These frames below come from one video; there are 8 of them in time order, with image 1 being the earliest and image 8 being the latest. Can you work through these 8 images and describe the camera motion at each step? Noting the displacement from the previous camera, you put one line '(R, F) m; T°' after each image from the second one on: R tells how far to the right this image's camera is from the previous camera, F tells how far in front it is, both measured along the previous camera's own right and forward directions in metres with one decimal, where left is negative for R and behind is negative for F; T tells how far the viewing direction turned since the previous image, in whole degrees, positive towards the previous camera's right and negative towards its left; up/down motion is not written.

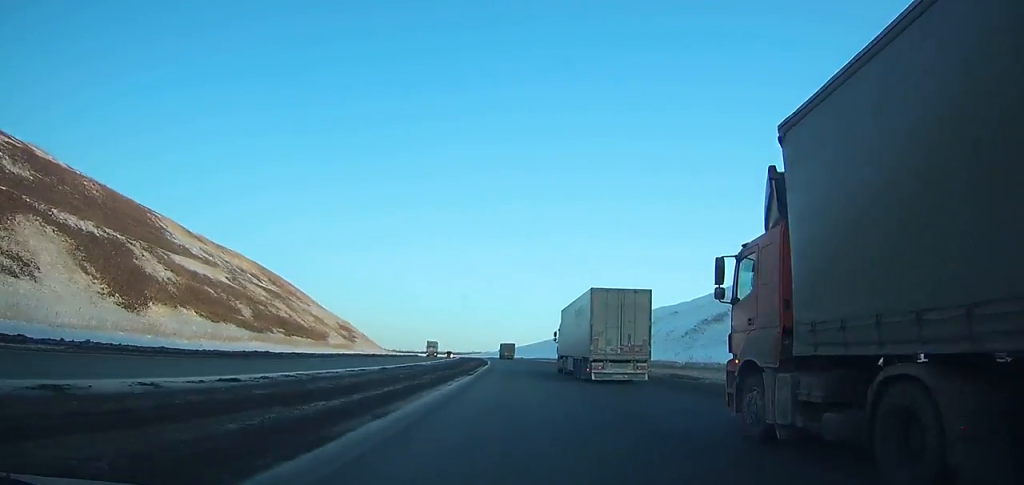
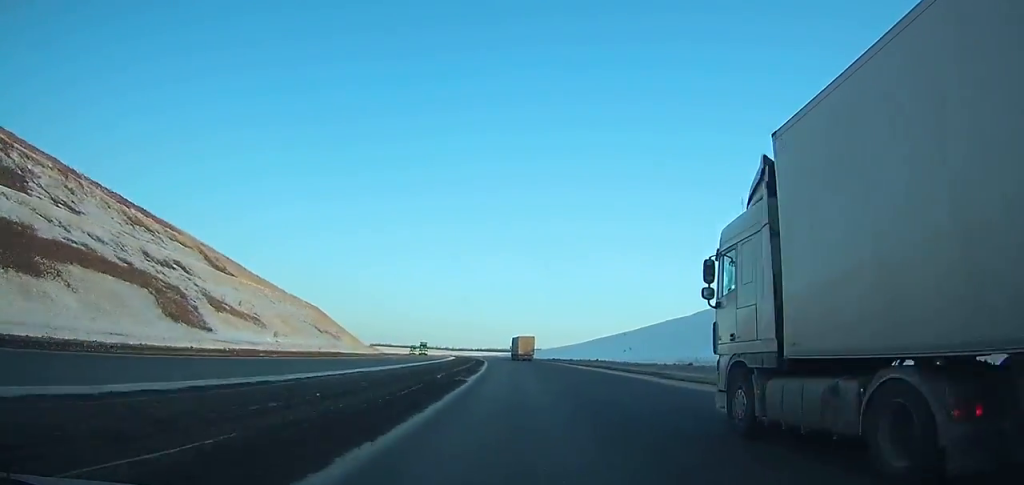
(-8.4, +138.7) m; -7°
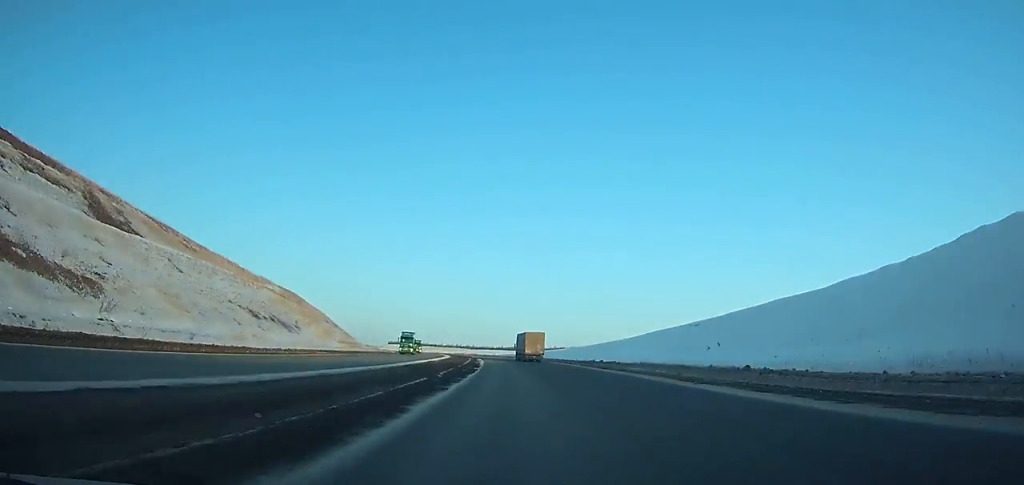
(0.0, +44.2) m; -2°
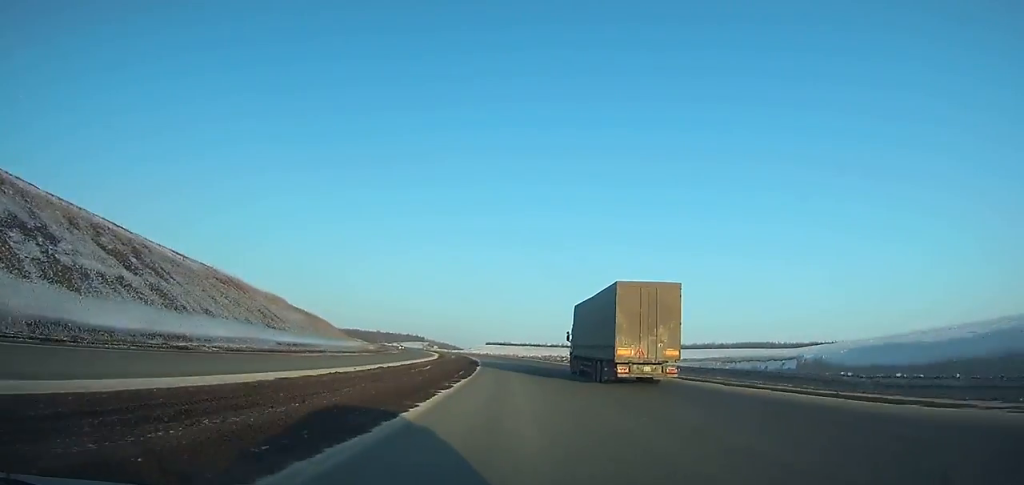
(-15.3, +168.0) m; -10°
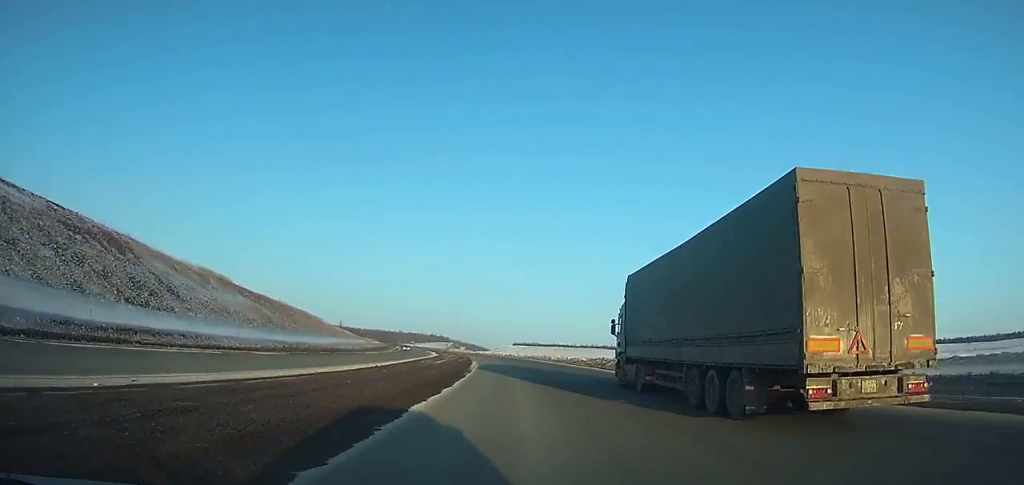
(-1.5, +43.5) m; -3°
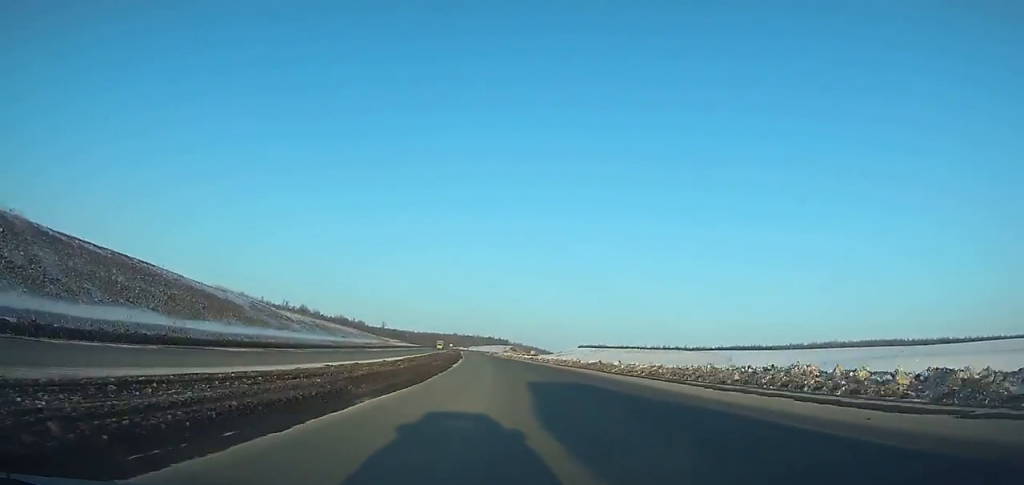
(-5.0, +96.2) m; -5°
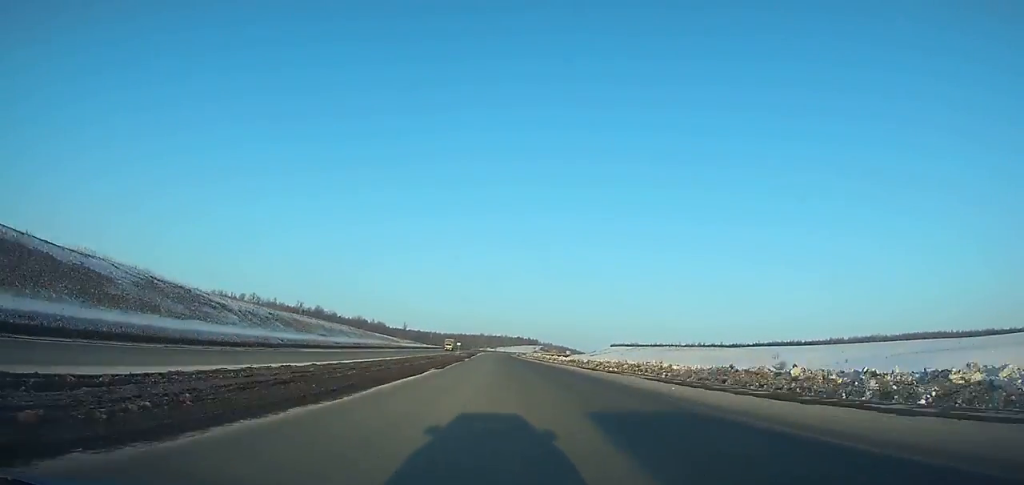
(-0.6, +41.2) m; -2°
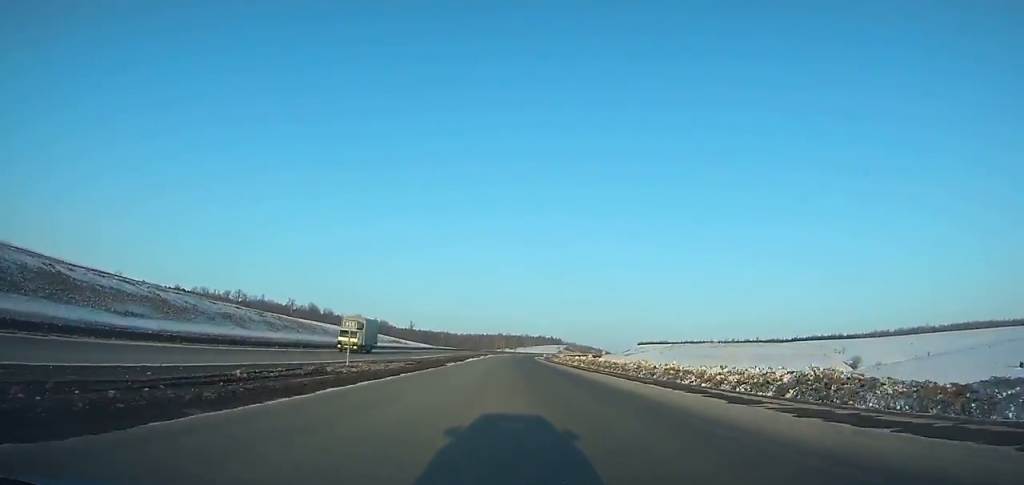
(-1.7, +77.3) m; -1°
